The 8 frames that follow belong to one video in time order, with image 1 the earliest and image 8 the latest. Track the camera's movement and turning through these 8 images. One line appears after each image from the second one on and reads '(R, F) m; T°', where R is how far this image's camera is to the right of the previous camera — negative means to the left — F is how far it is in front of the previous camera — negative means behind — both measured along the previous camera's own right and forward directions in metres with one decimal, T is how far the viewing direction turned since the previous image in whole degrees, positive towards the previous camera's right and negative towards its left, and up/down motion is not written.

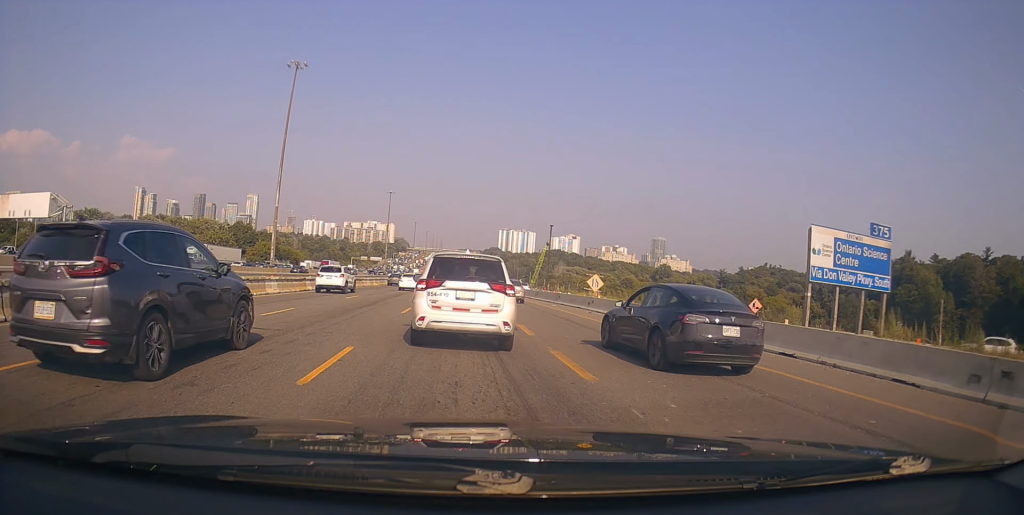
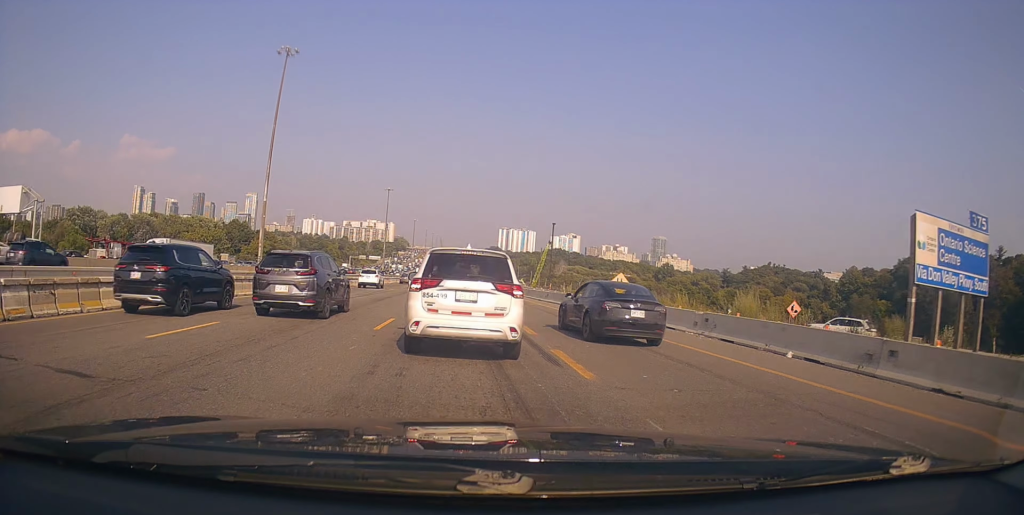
(+0.3, +6.8) m; -1°
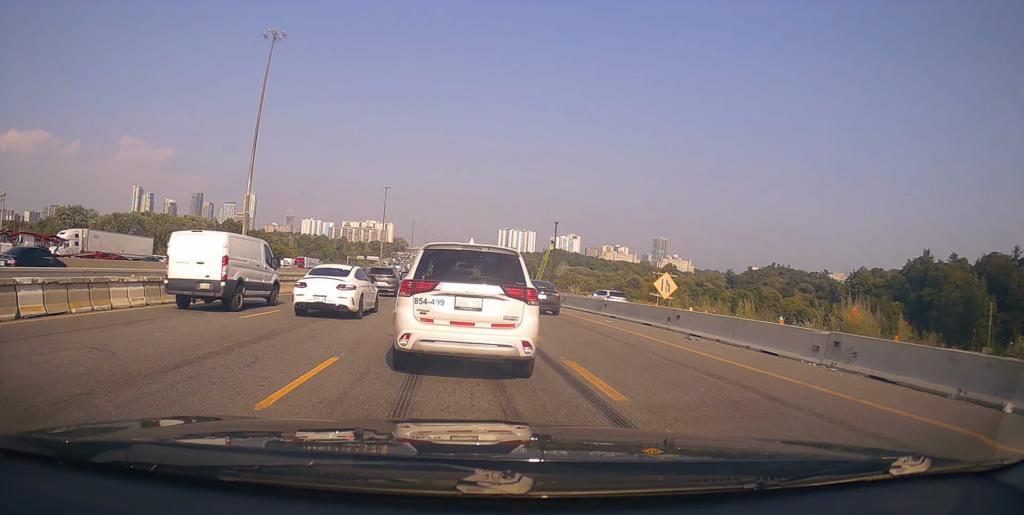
(-0.5, +8.8) m; +1°
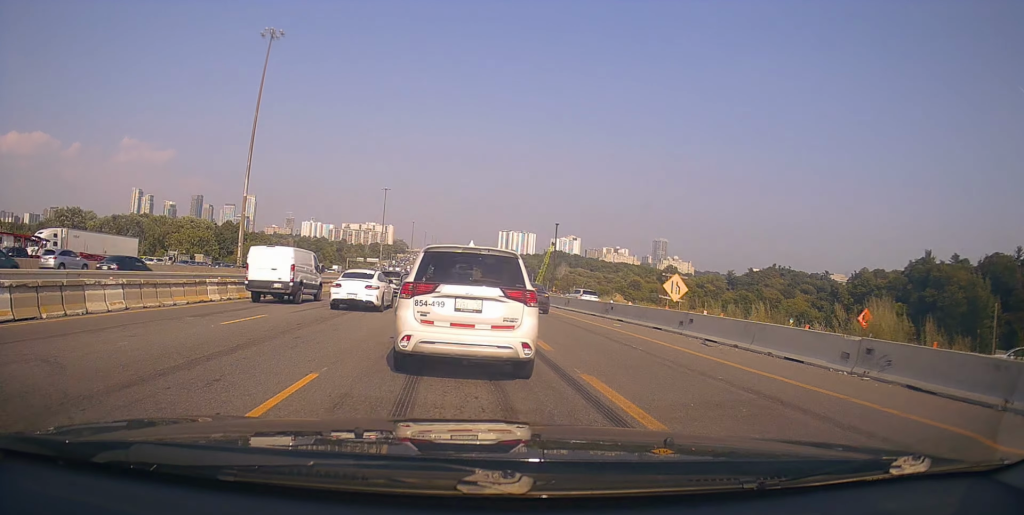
(+0.1, +1.5) m; +2°
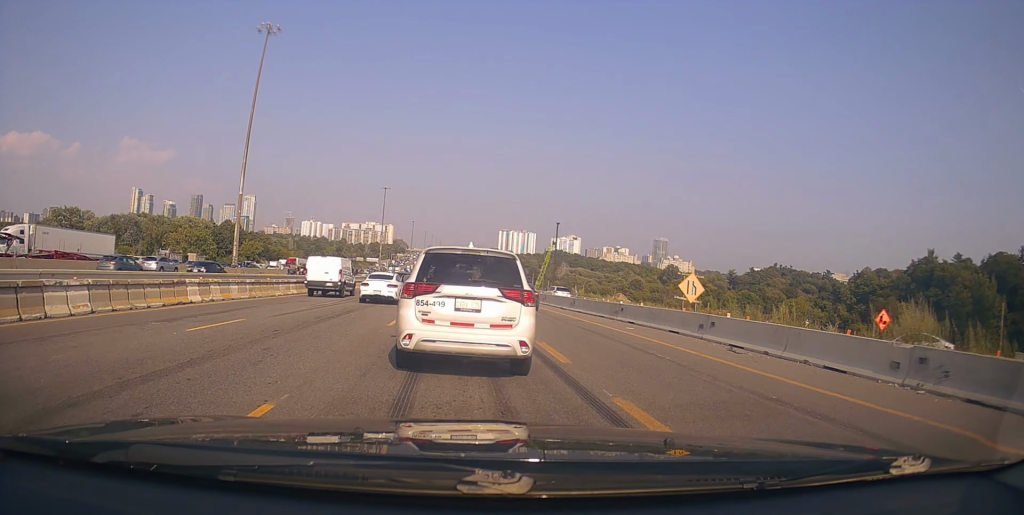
(0.0, +1.8) m; 0°
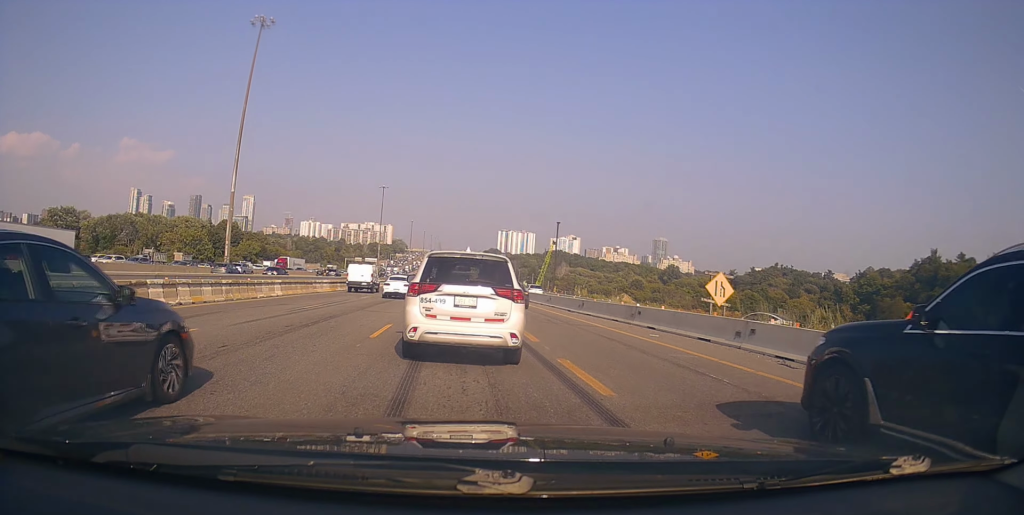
(0.0, +2.6) m; 0°
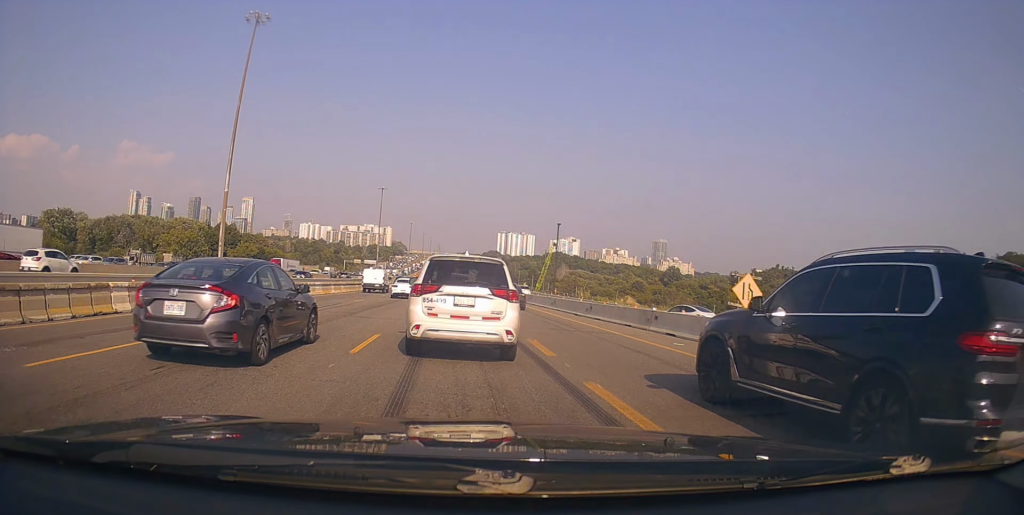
(0.0, +1.8) m; 0°
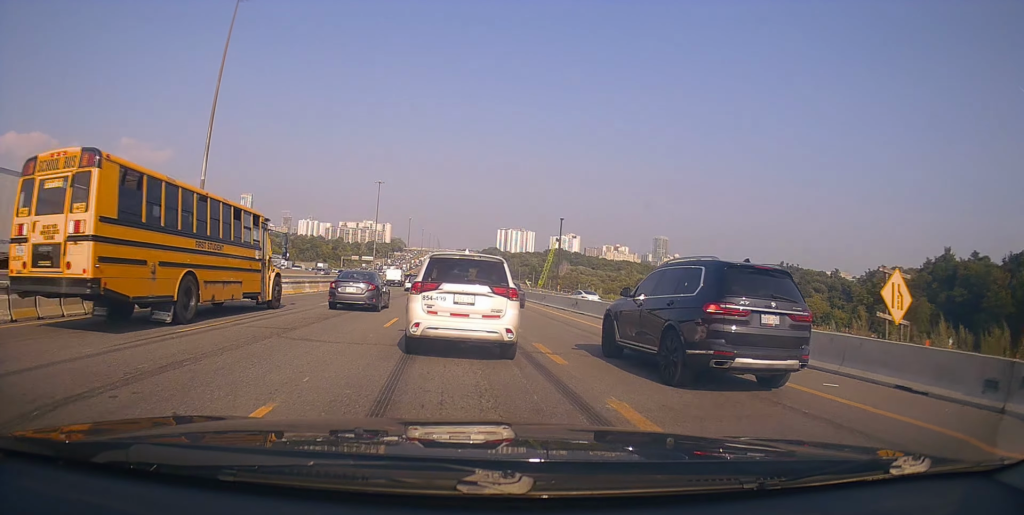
(0.0, +6.2) m; 0°
